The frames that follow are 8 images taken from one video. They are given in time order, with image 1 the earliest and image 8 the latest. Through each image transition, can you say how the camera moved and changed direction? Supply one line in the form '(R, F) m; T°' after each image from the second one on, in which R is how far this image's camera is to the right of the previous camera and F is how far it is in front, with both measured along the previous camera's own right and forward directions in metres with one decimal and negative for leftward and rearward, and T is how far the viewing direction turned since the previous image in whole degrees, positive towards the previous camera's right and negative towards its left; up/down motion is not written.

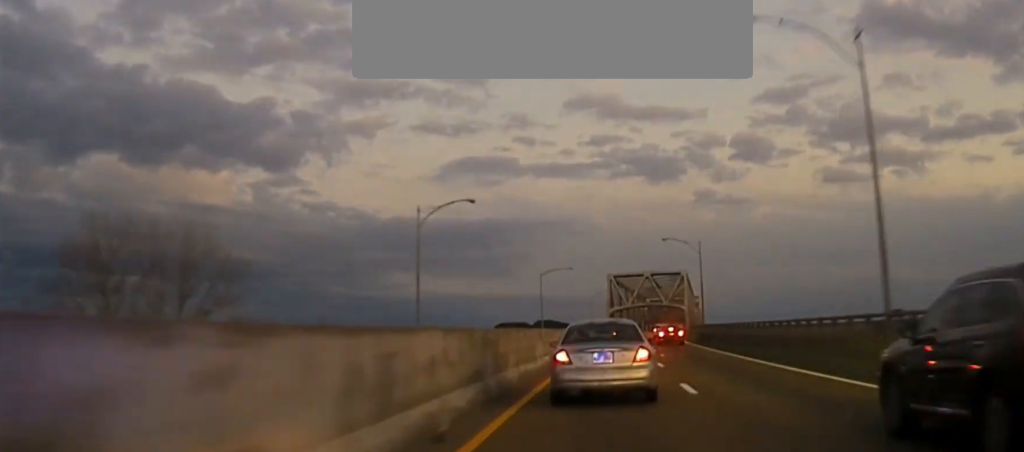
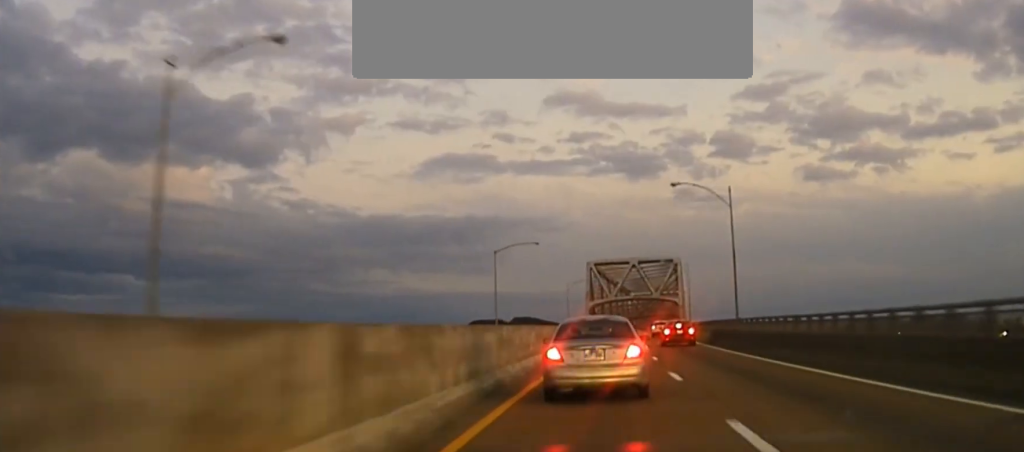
(+0.2, +34.3) m; +1°
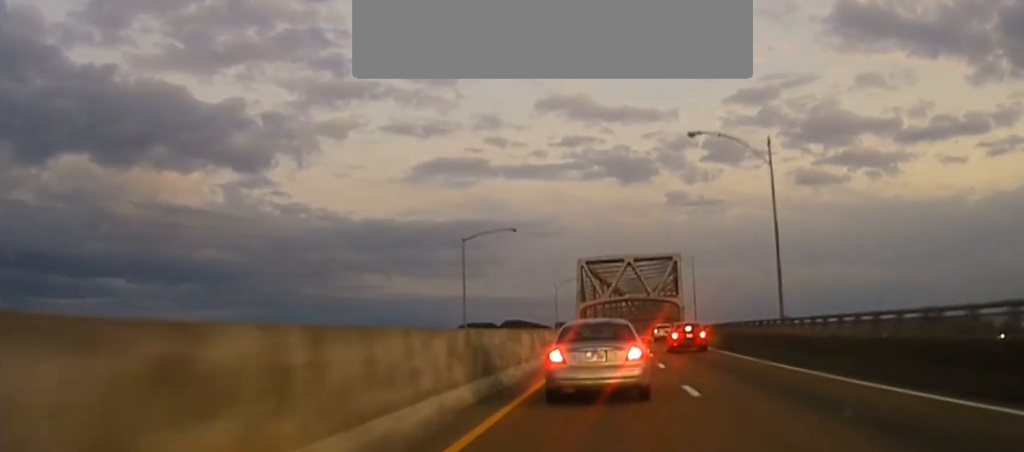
(-0.1, +16.3) m; +1°
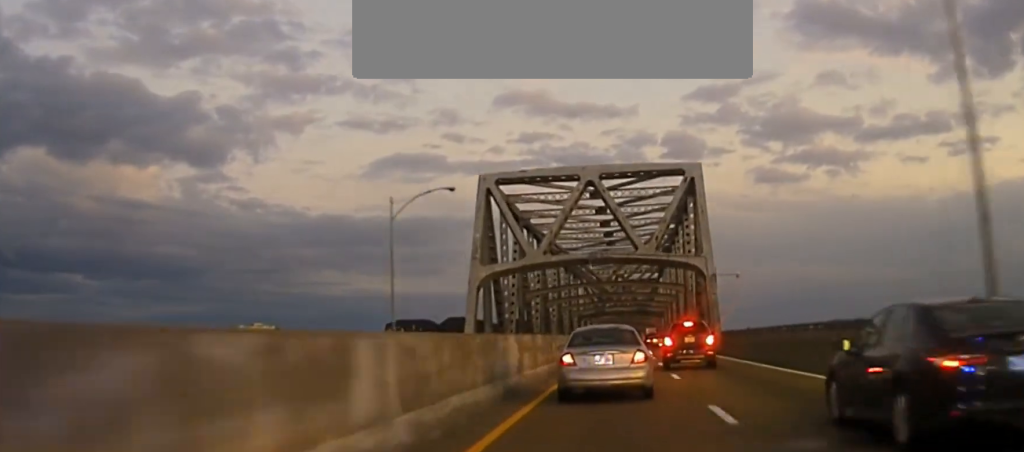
(+2.1, +84.7) m; +3°
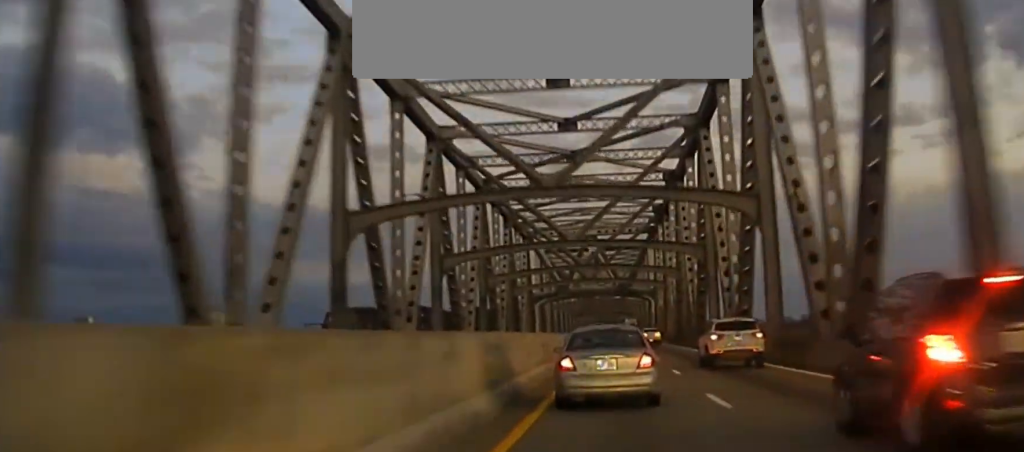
(+0.5, +58.4) m; +1°
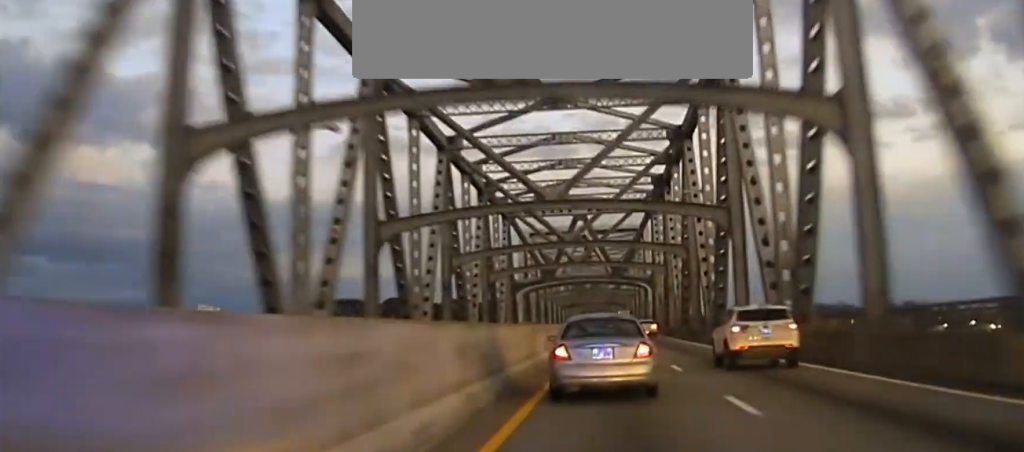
(+0.1, +14.9) m; 0°
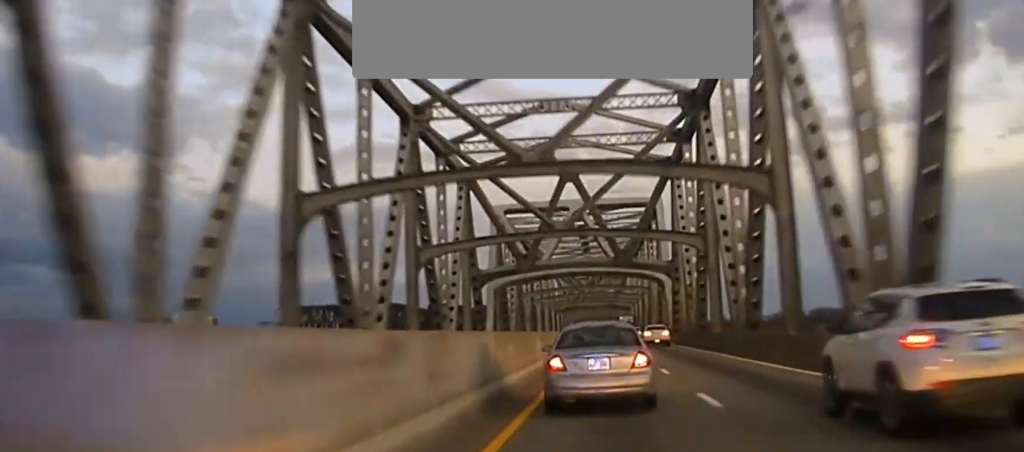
(+0.4, +33.6) m; 0°
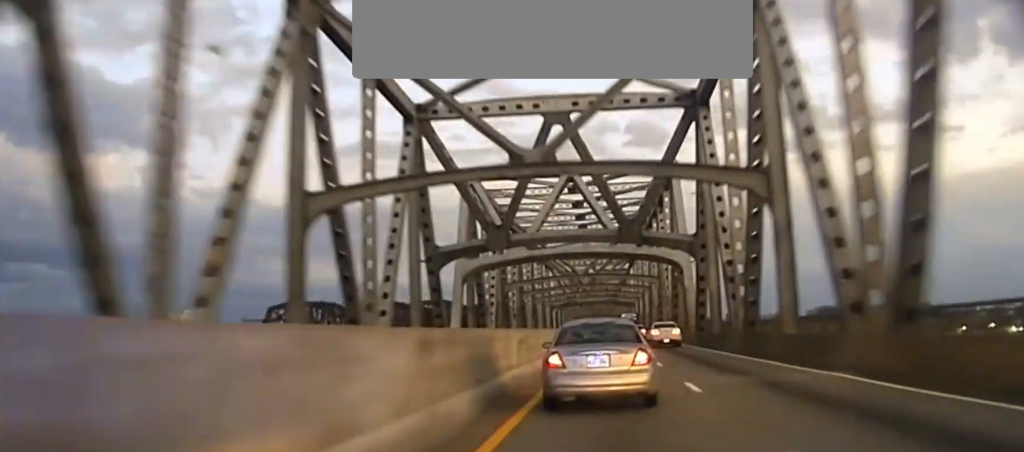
(-0.2, +21.1) m; 0°
